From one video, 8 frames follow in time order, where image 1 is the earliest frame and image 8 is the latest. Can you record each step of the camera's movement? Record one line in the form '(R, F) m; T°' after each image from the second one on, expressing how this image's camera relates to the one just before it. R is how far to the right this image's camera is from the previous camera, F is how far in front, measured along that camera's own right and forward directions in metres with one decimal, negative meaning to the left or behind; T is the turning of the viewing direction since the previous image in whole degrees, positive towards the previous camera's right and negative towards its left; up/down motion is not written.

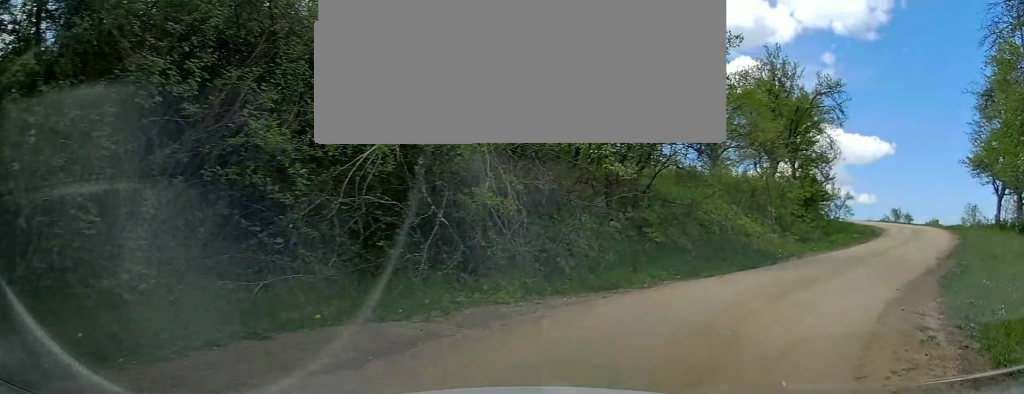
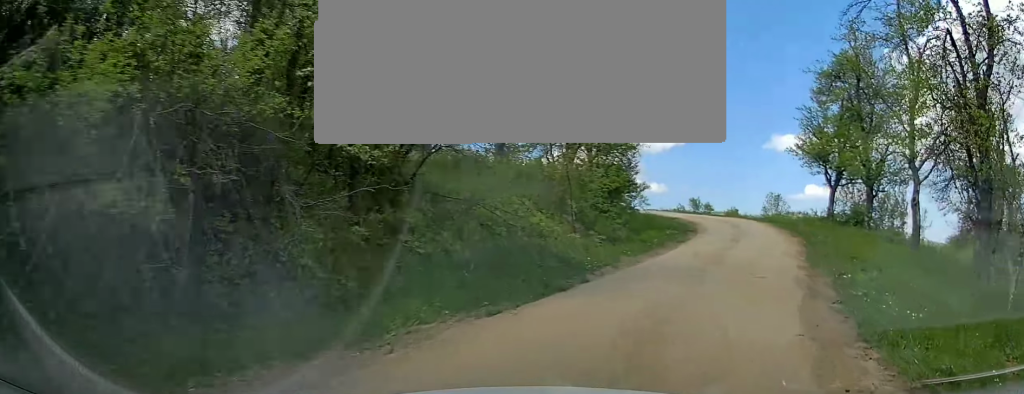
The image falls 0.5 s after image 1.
(+0.2, +3.7) m; +16°
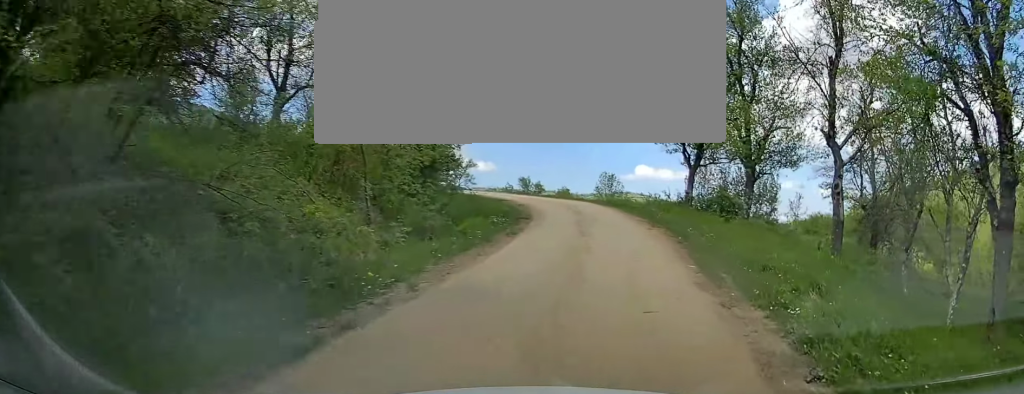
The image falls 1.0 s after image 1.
(+0.9, +4.0) m; +14°
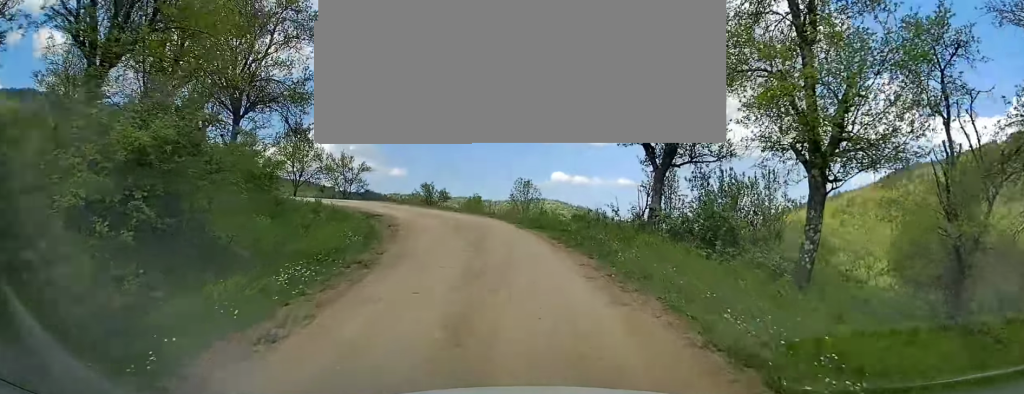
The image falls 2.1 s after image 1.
(+2.0, +8.8) m; +17°
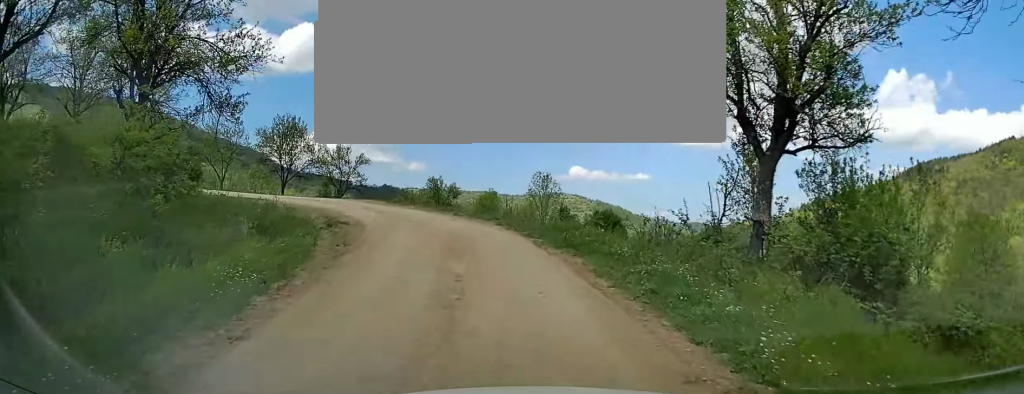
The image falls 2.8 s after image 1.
(+0.4, +6.5) m; +1°
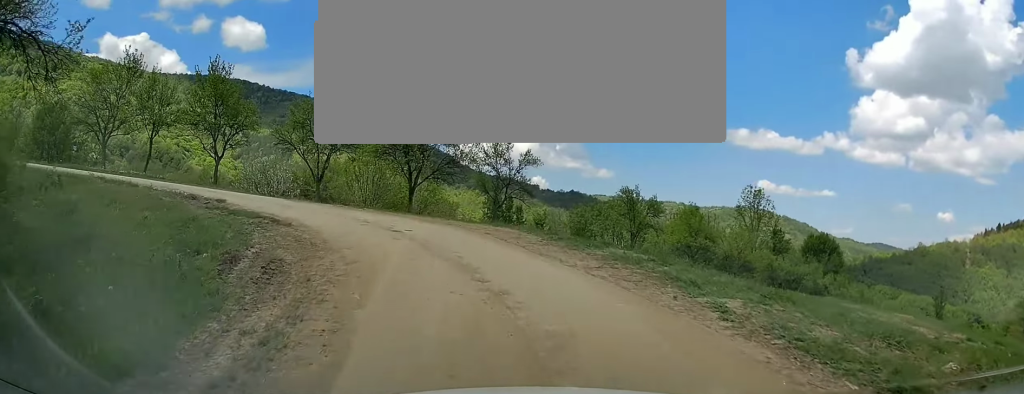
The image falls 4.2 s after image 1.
(-1.5, +14.6) m; -16°
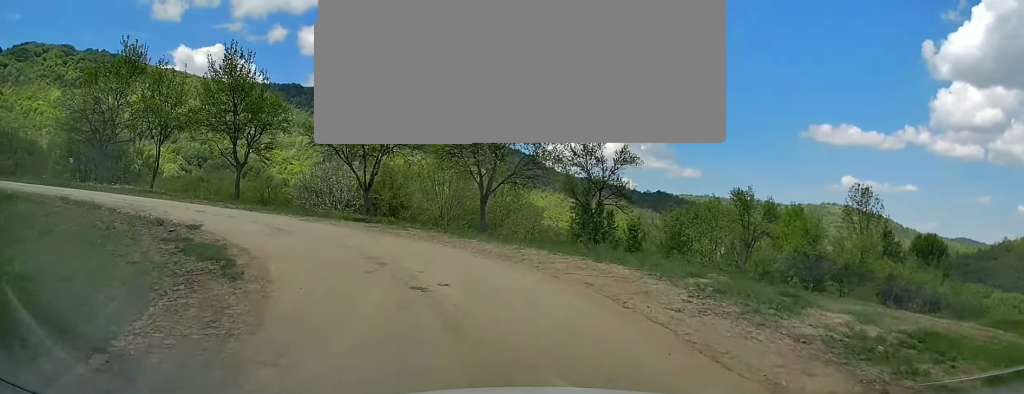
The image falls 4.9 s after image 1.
(-0.5, +6.0) m; -12°
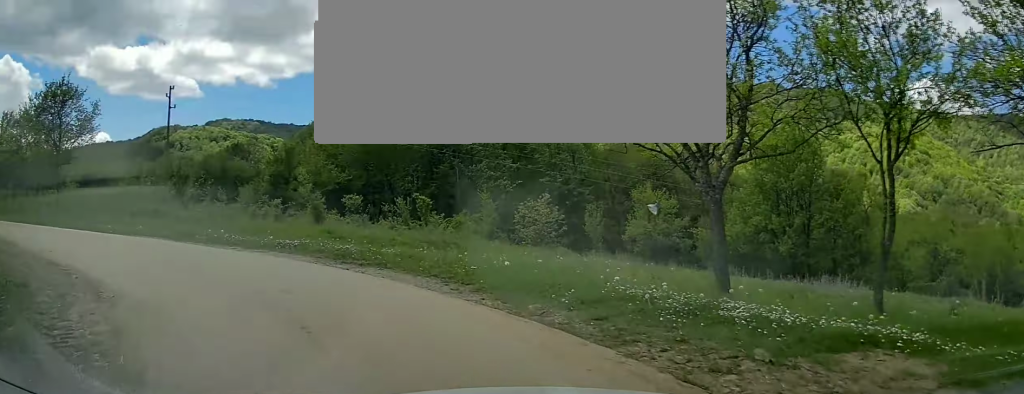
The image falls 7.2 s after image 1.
(-7.6, +14.8) m; -67°
